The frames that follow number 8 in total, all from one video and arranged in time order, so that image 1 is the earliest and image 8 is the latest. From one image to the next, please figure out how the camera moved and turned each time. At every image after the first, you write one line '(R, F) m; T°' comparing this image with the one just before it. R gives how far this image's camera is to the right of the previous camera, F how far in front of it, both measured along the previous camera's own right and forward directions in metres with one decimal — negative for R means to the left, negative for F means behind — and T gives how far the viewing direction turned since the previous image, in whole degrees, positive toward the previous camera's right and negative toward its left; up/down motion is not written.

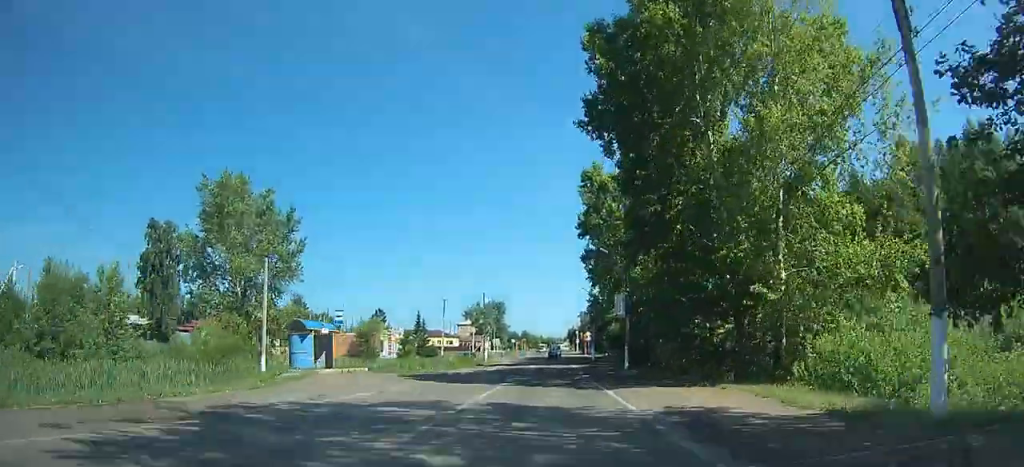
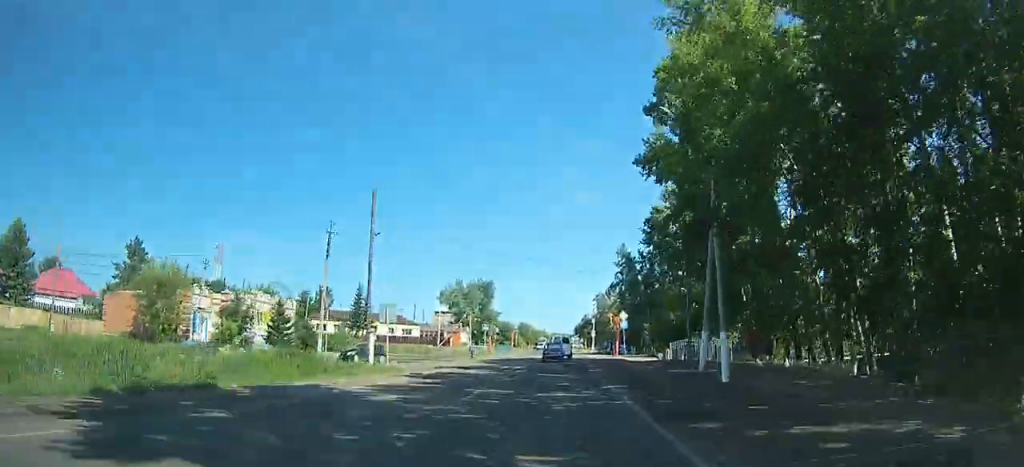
(+0.1, +47.1) m; 0°
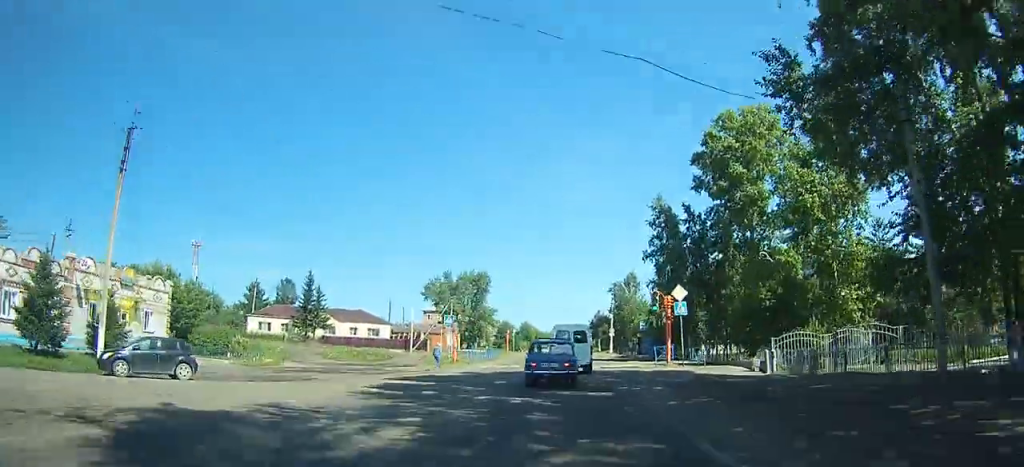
(0.0, +24.1) m; 0°
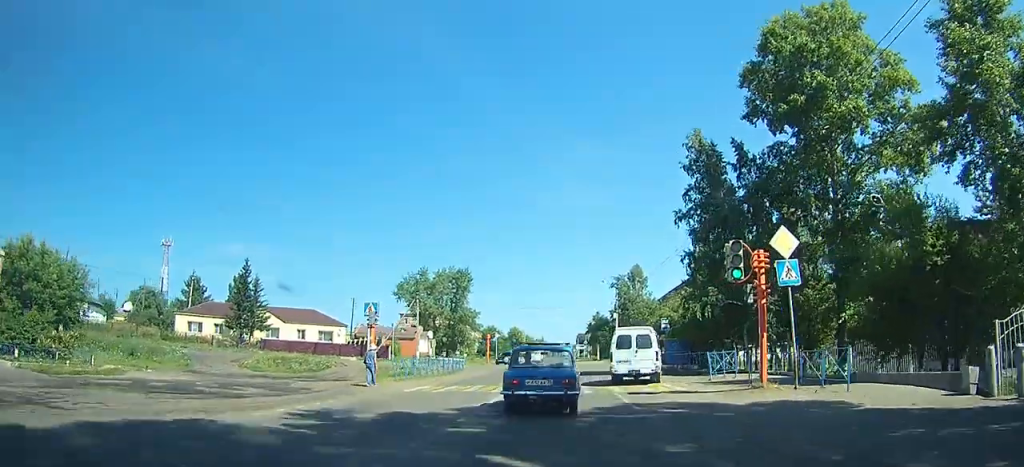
(-0.2, +28.5) m; -2°
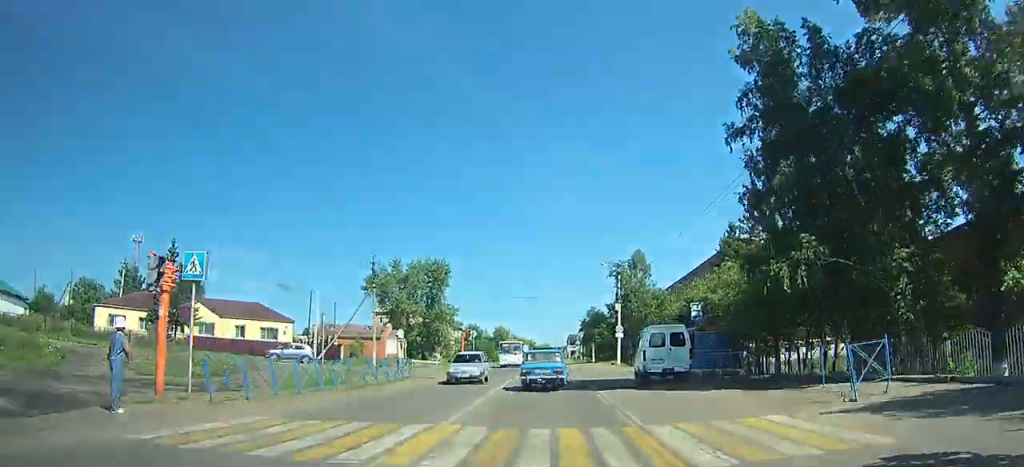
(-0.3, +15.4) m; -1°
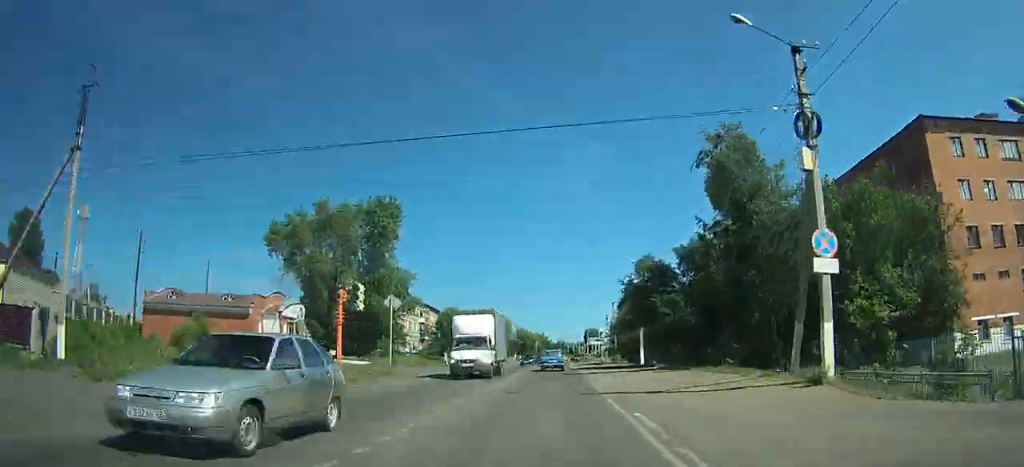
(-1.8, +35.9) m; -3°
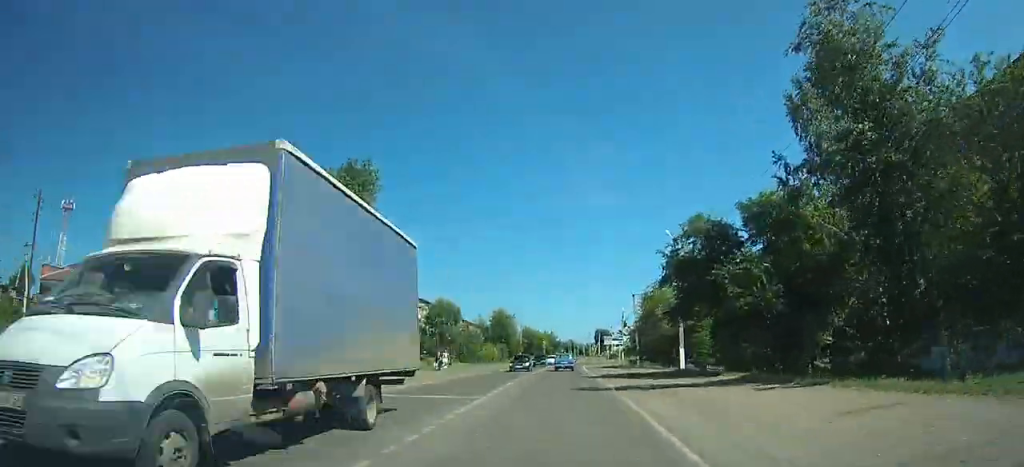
(-1.4, +12.0) m; +3°
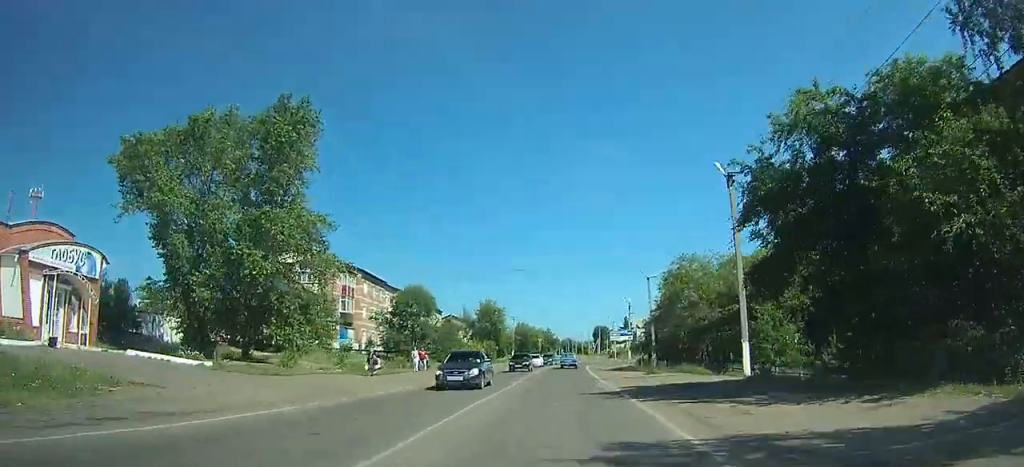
(+0.8, +12.7) m; +3°
